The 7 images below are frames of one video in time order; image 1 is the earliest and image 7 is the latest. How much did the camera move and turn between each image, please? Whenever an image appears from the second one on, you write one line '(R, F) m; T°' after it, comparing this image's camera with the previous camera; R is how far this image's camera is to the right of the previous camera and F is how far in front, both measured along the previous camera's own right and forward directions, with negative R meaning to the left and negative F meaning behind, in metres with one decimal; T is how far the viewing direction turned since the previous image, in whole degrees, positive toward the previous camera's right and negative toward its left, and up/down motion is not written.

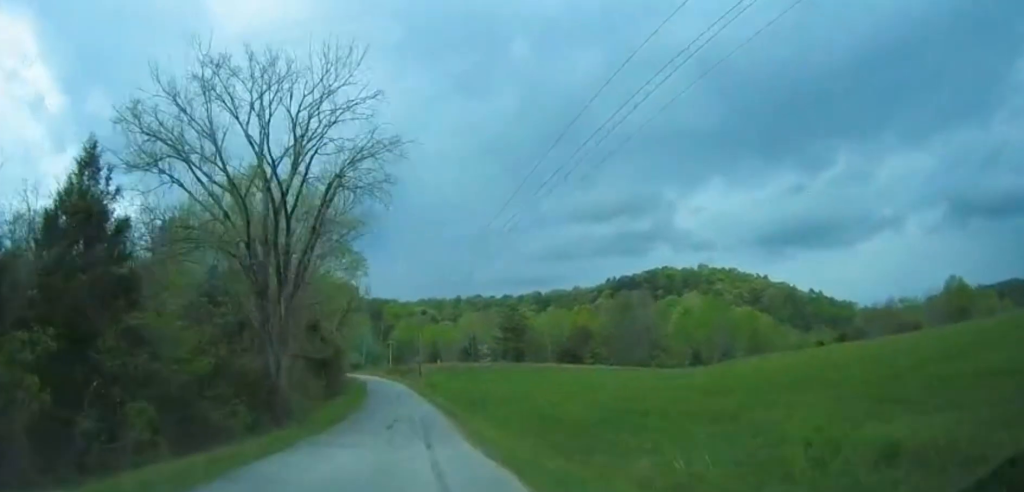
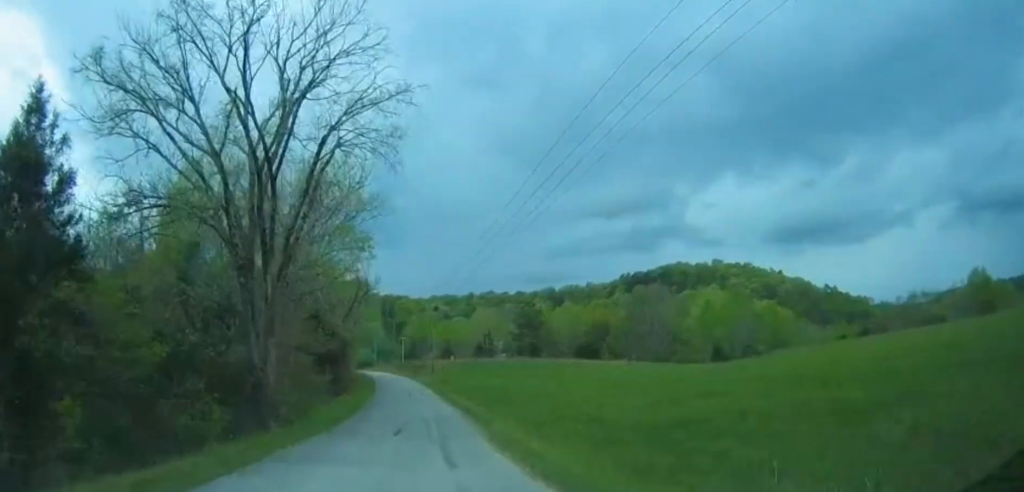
(0.0, +4.5) m; 0°
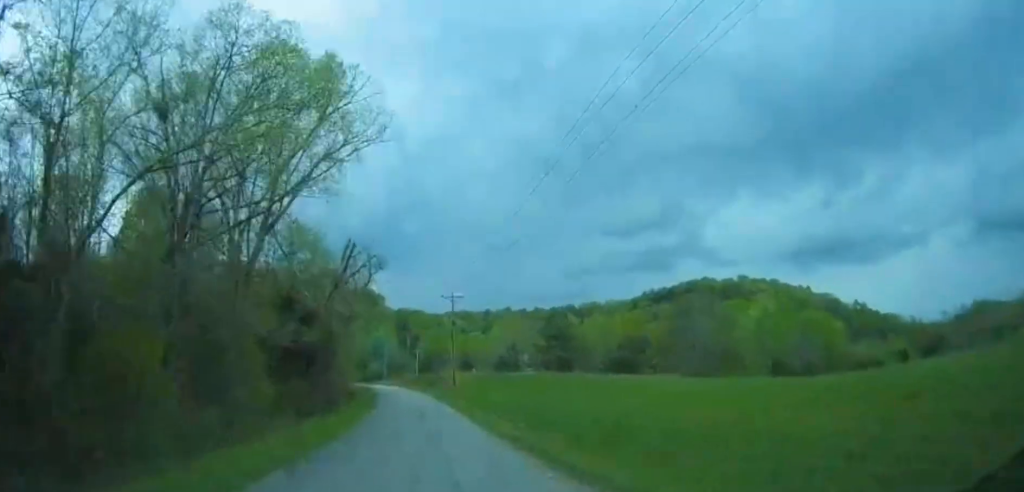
(-0.3, +18.3) m; -3°
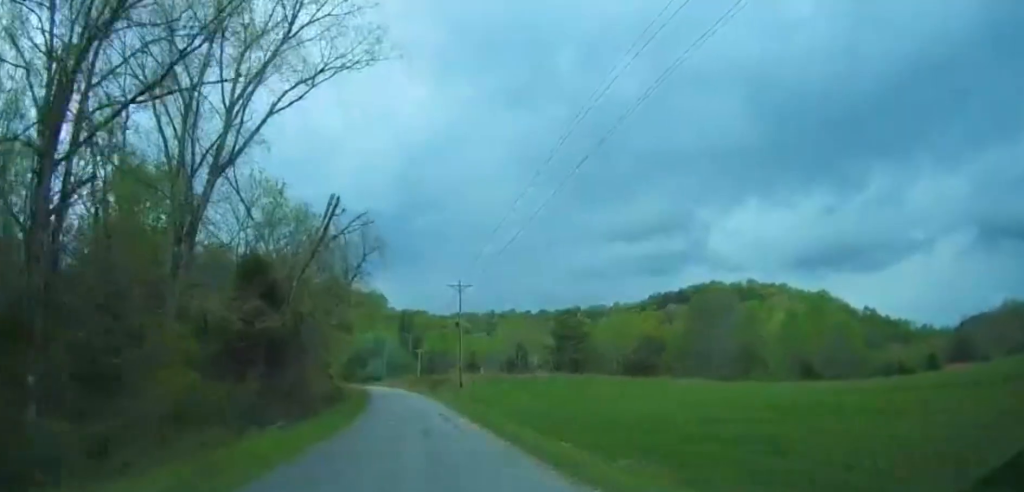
(-0.2, +9.0) m; -1°
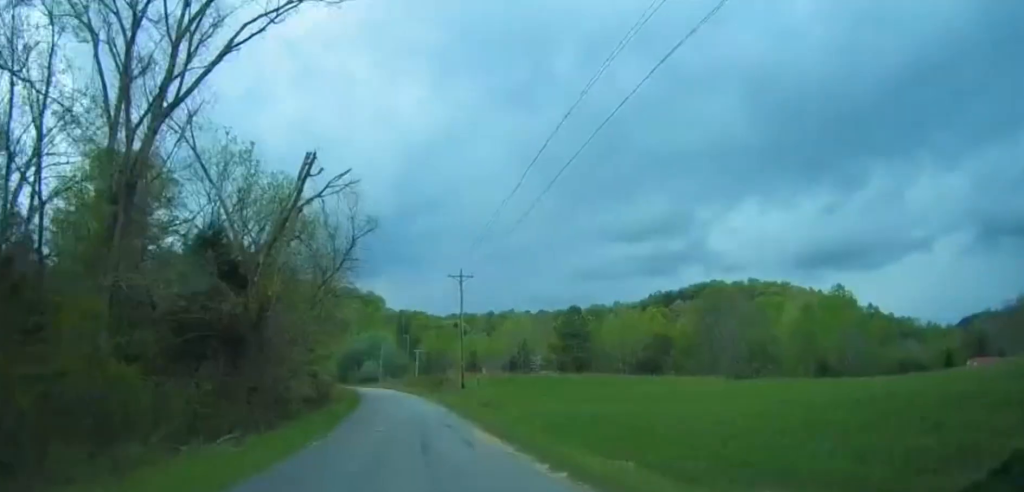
(0.0, +5.6) m; 0°
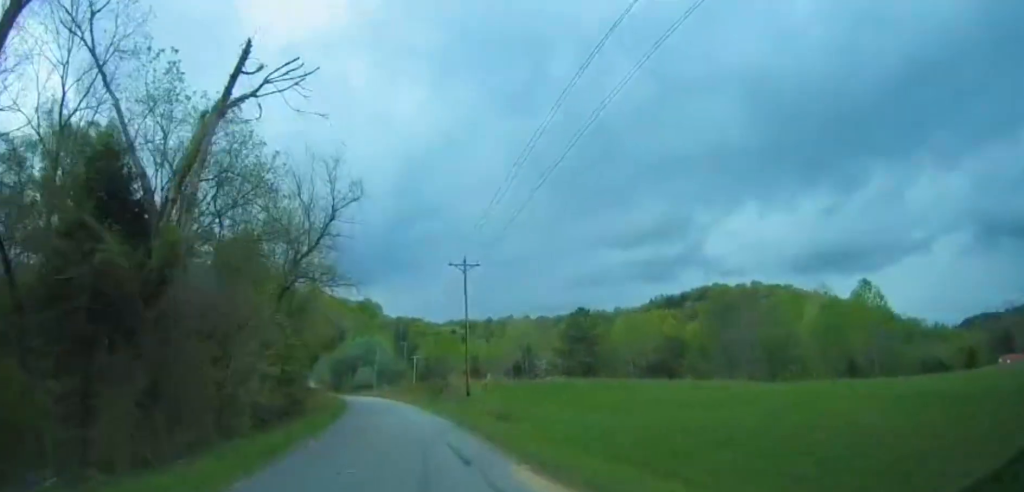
(0.0, +8.6) m; 0°
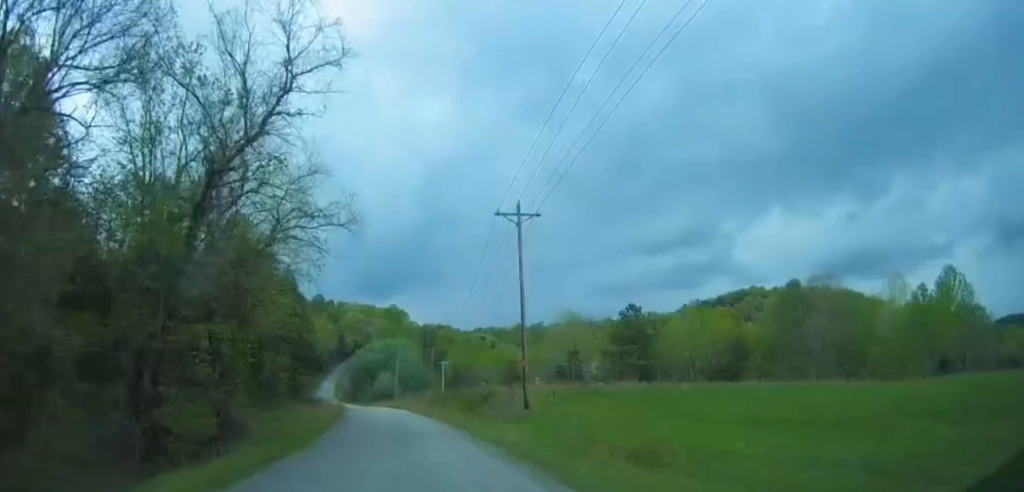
(0.0, +16.1) m; -2°
